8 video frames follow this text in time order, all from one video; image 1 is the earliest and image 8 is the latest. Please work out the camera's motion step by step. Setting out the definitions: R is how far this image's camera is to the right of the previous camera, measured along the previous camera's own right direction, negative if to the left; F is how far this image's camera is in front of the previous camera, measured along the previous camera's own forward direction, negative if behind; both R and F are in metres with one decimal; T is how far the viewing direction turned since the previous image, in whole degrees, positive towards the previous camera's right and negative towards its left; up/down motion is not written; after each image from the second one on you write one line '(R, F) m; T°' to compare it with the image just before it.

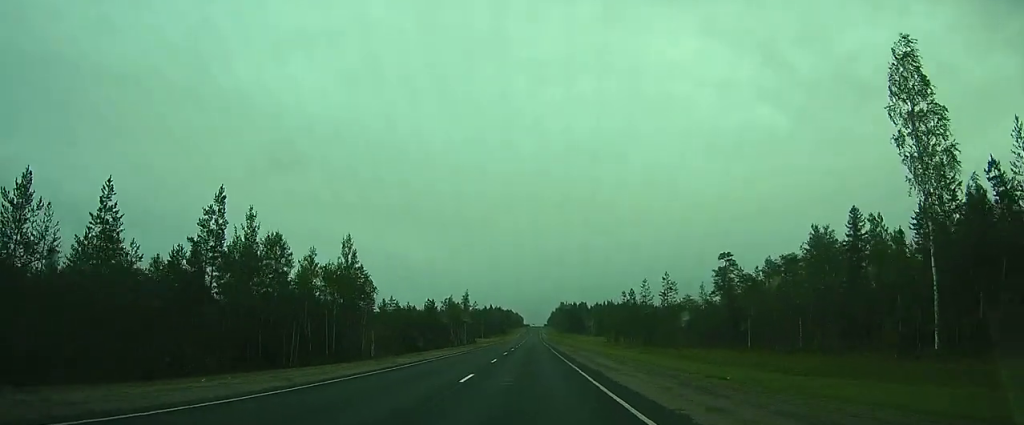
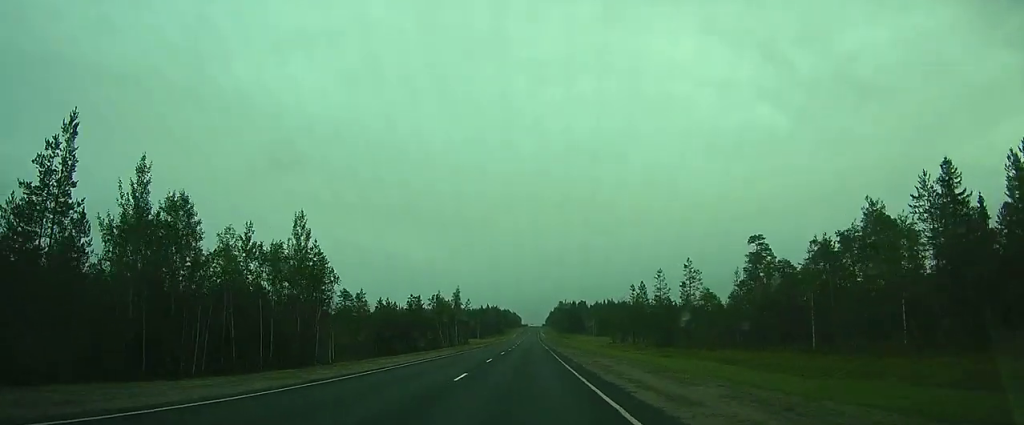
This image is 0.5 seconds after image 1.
(0.0, +11.8) m; 0°
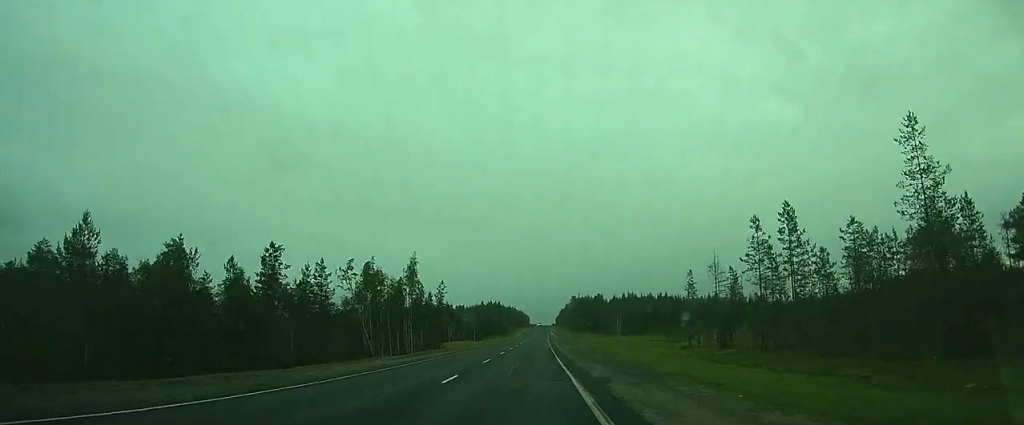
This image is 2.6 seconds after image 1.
(+0.6, +49.4) m; +1°
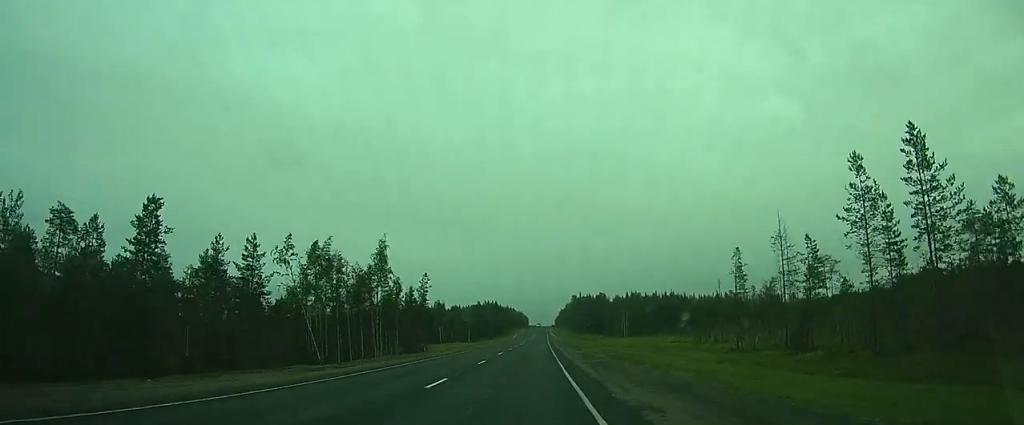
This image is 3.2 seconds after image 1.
(0.0, +13.7) m; 0°
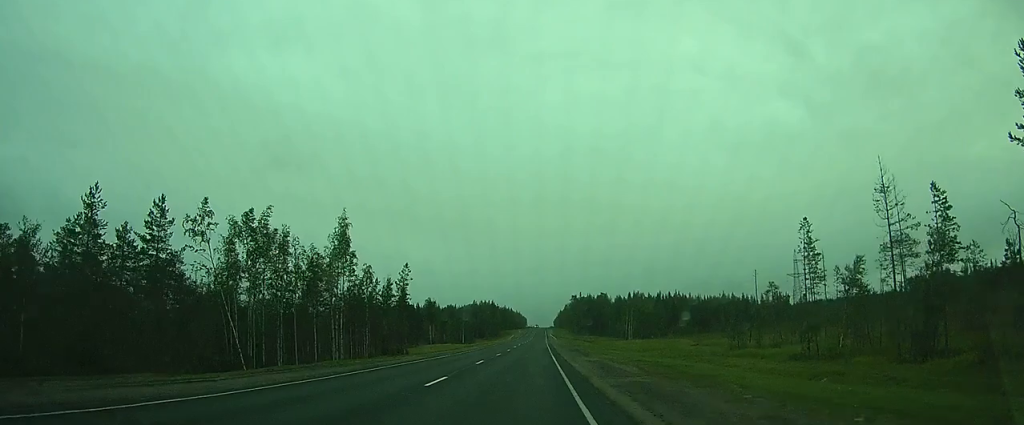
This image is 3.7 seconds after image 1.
(0.0, +11.4) m; 0°
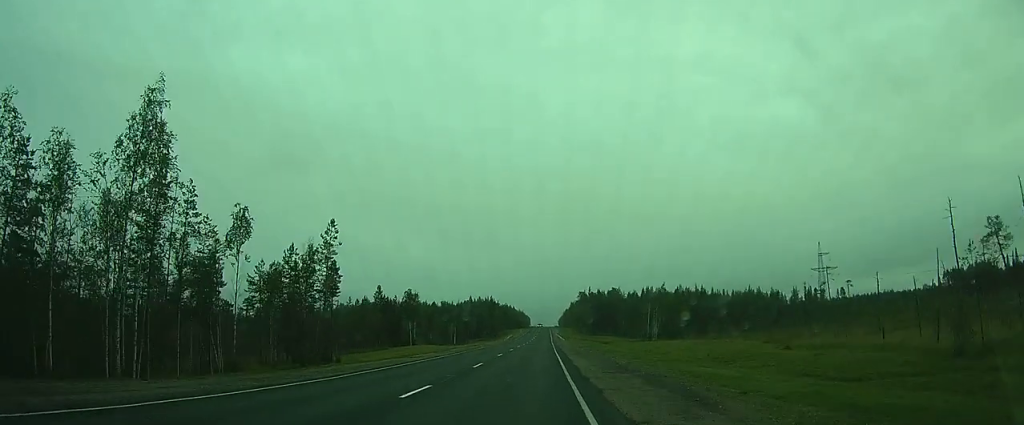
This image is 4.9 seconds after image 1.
(+0.1, +26.6) m; 0°
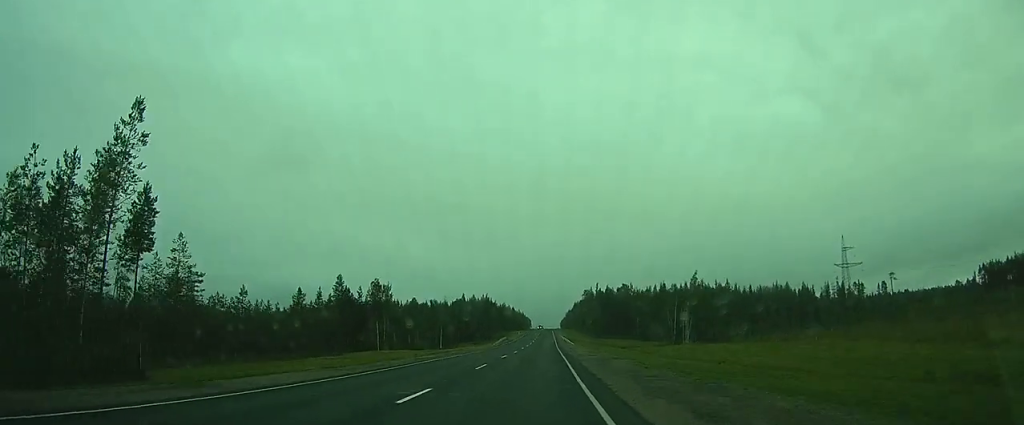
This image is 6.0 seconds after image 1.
(0.0, +25.0) m; 0°
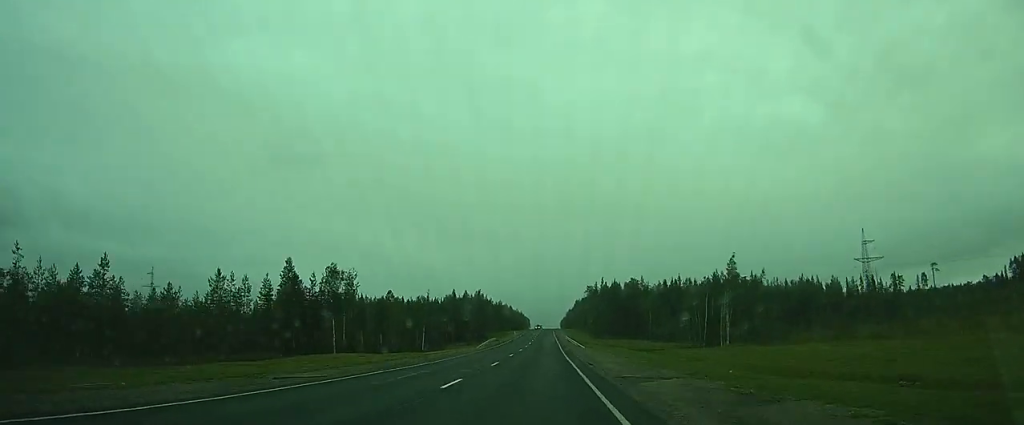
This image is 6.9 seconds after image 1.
(0.0, +20.4) m; 0°
